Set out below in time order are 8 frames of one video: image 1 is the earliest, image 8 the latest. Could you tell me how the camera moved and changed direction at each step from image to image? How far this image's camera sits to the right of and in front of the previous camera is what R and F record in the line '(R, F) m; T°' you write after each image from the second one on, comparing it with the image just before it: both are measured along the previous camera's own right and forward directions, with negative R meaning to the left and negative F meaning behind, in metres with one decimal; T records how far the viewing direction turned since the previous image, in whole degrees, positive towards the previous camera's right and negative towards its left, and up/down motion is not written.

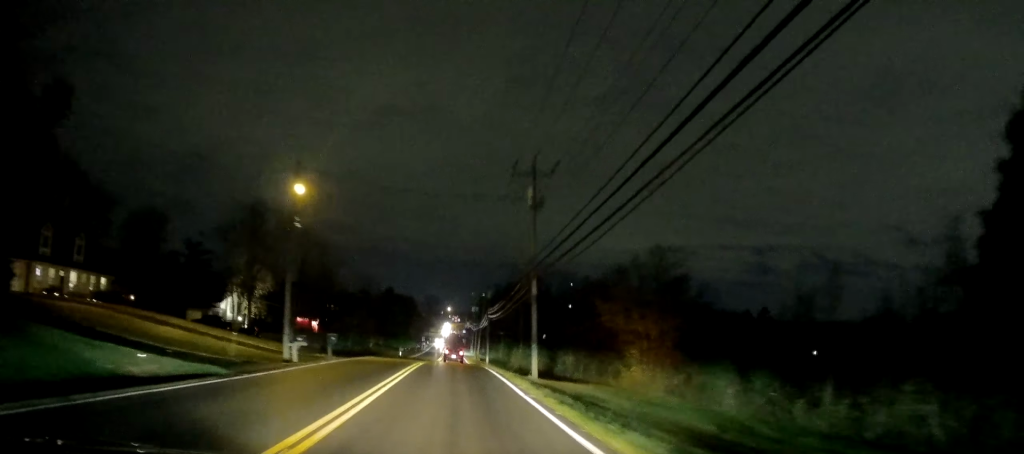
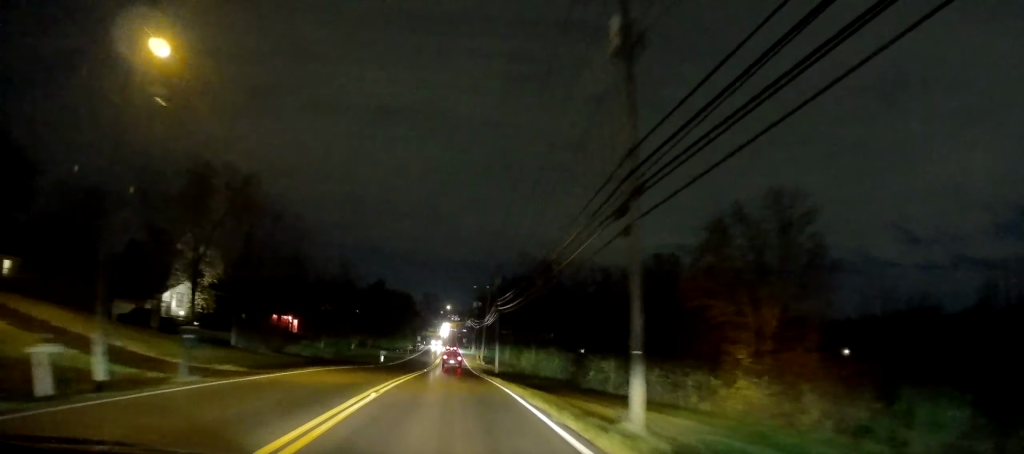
(+0.1, +16.2) m; 0°
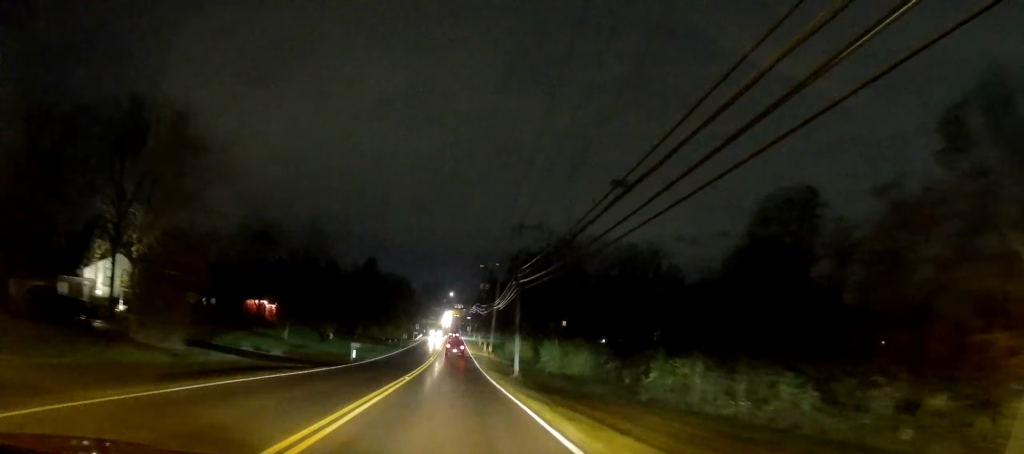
(0.0, +15.1) m; 0°
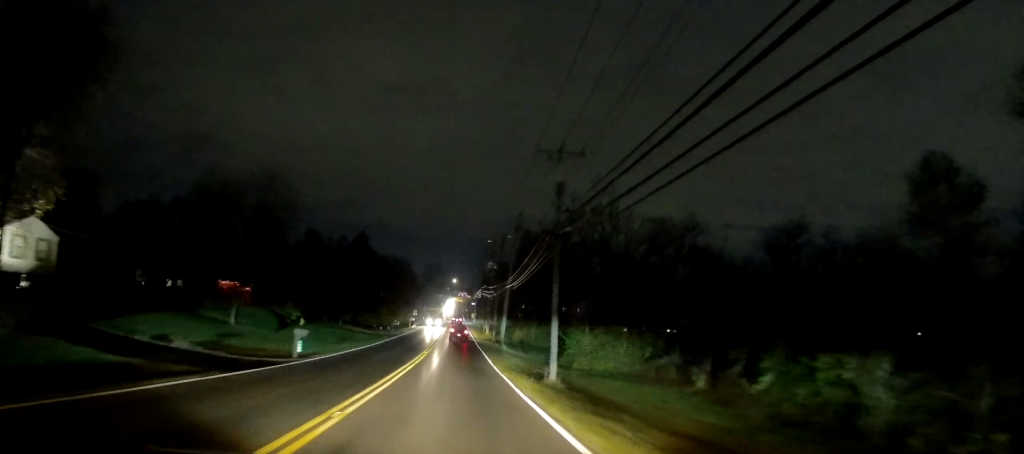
(0.0, +13.1) m; +1°
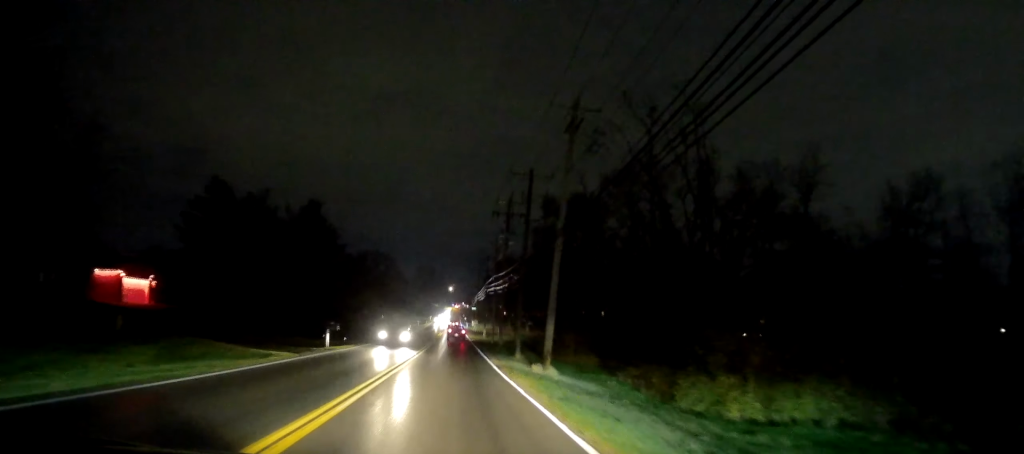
(+0.4, +28.1) m; 0°
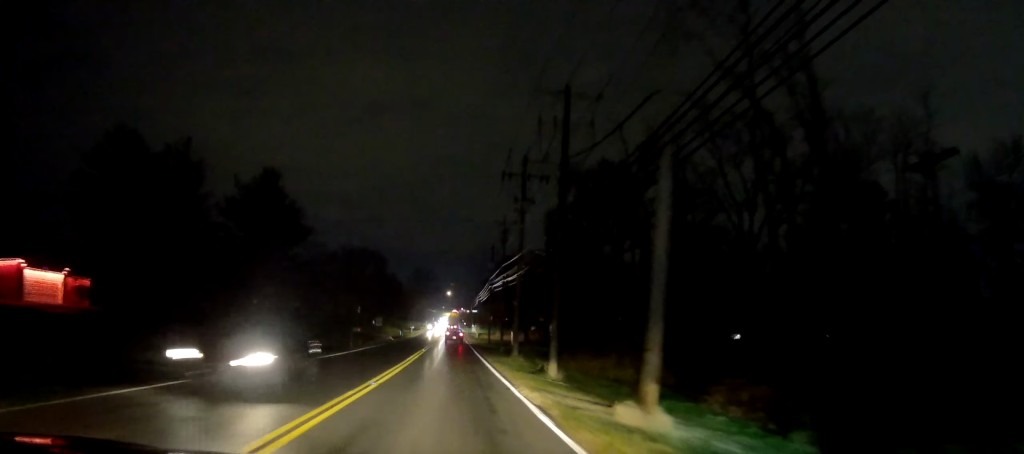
(-0.3, +13.8) m; -1°
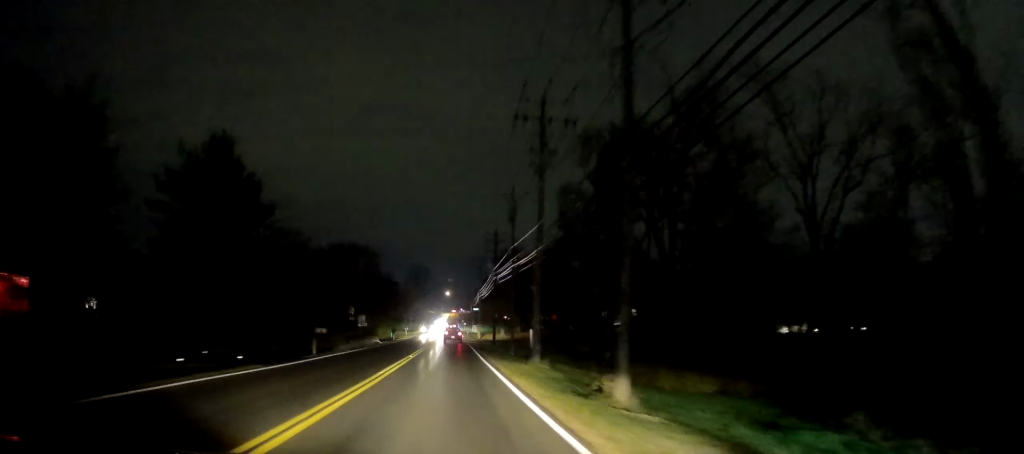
(-0.1, +9.9) m; 0°
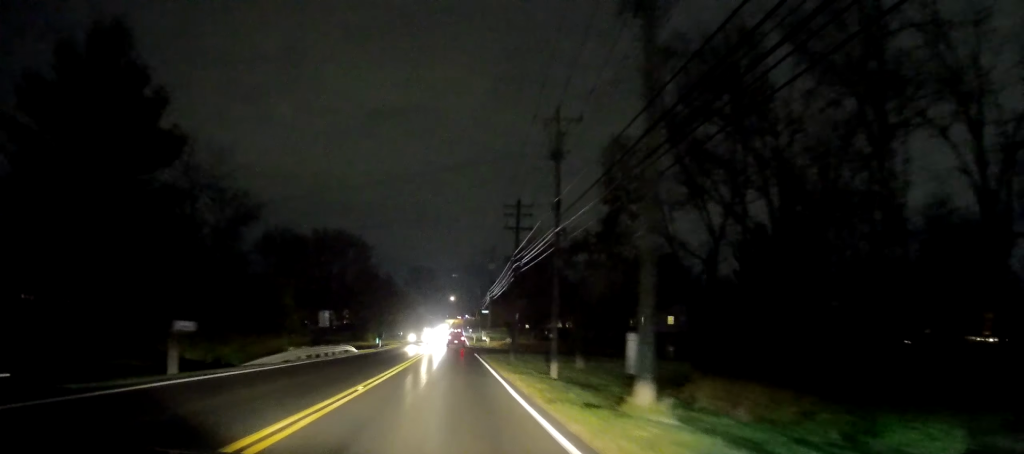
(0.0, +15.2) m; 0°
